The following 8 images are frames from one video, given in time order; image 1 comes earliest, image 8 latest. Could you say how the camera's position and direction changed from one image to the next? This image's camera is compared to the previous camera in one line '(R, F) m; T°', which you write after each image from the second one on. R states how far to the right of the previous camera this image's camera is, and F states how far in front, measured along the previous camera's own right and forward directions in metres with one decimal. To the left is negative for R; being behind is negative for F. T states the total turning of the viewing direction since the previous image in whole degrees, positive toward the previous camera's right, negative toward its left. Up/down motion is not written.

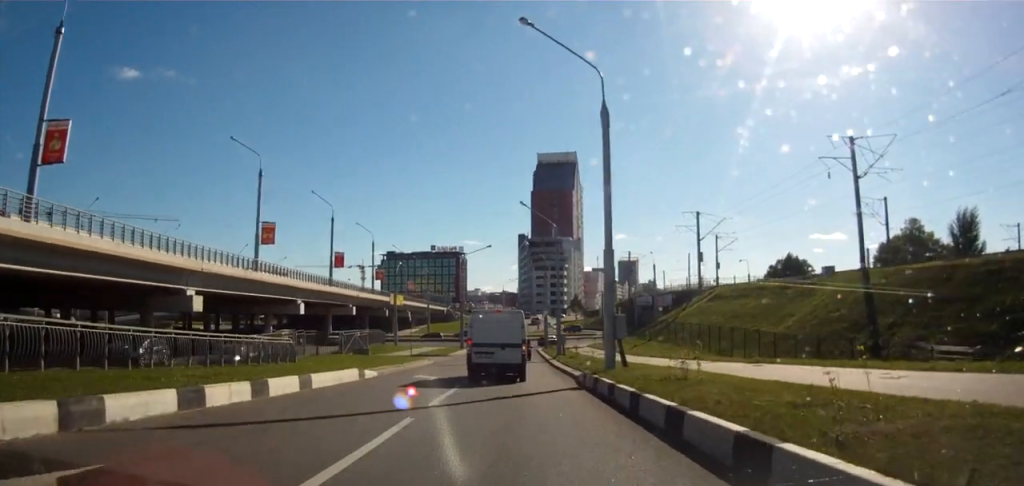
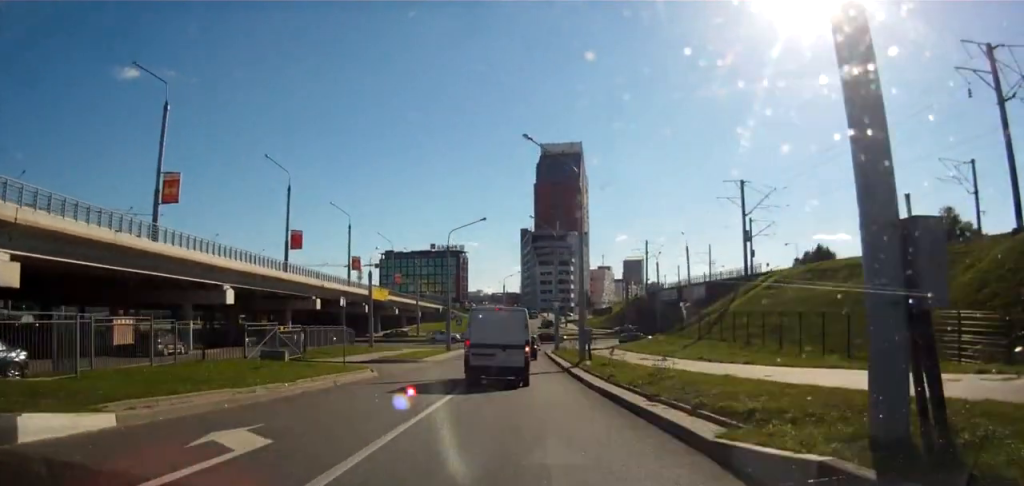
(+0.1, +17.6) m; -1°
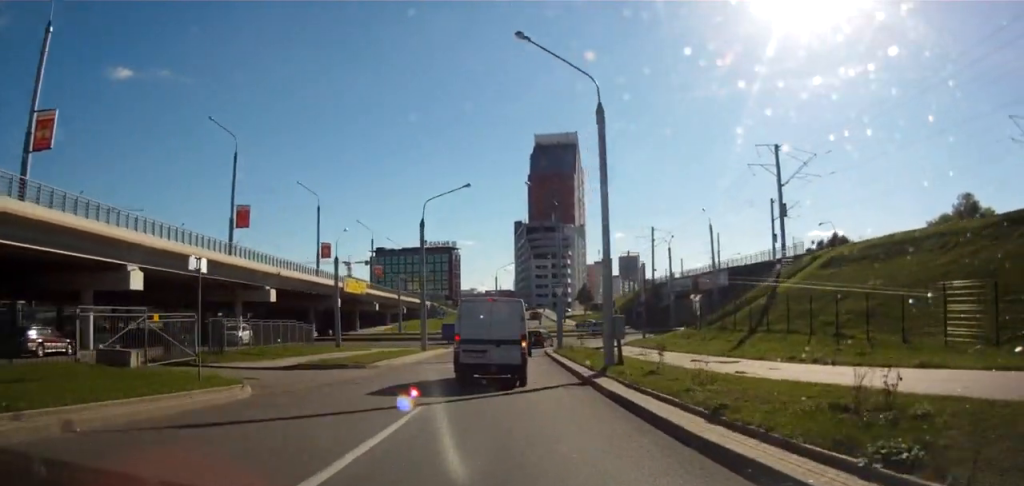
(-0.1, +11.9) m; -1°
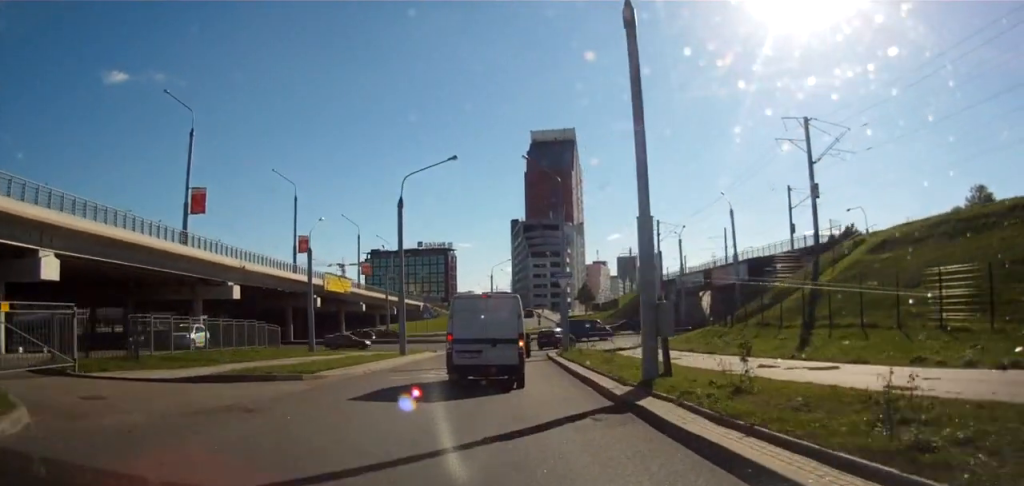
(0.0, +7.6) m; -1°
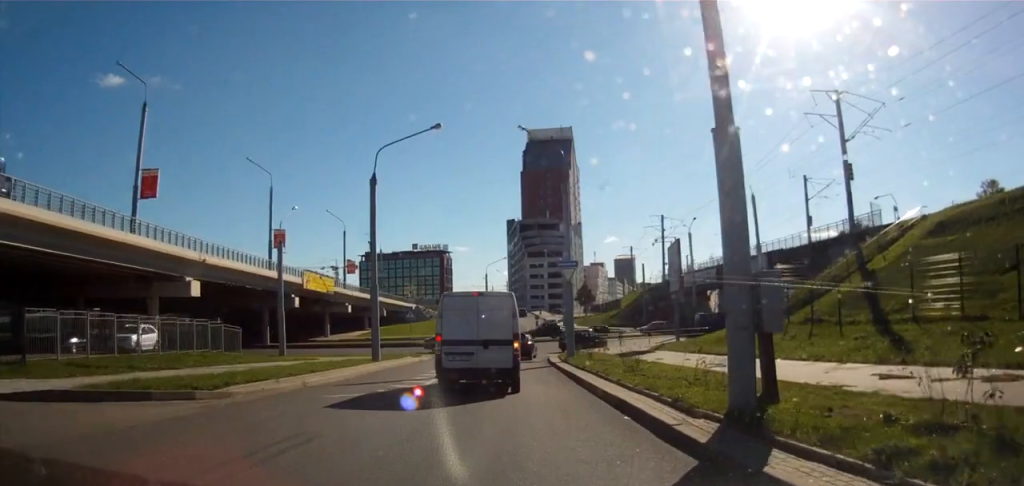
(-0.3, +7.0) m; -1°
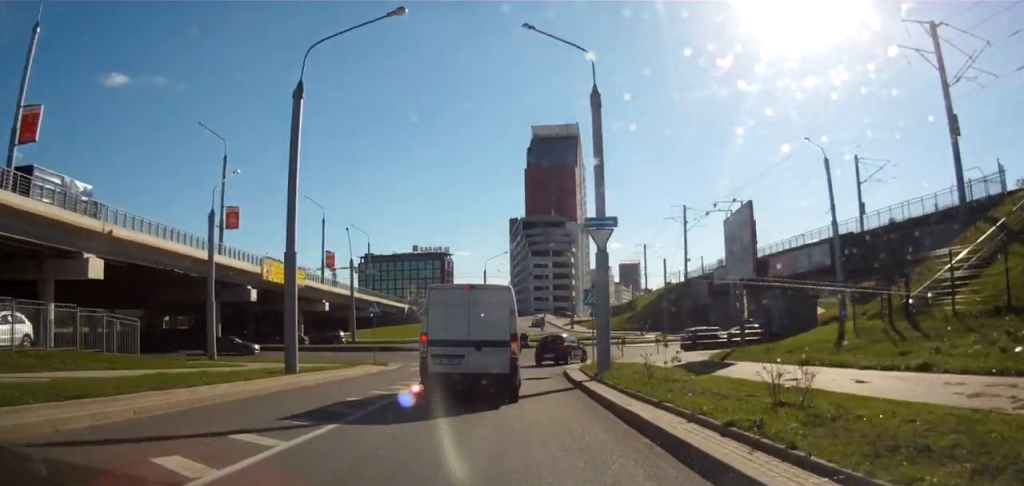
(+0.7, +12.9) m; +4°
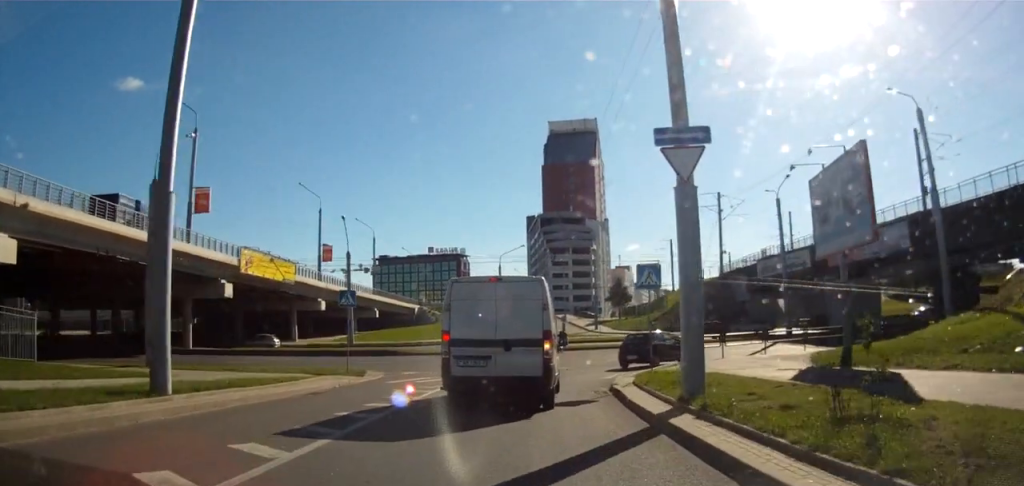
(-0.1, +9.1) m; -2°
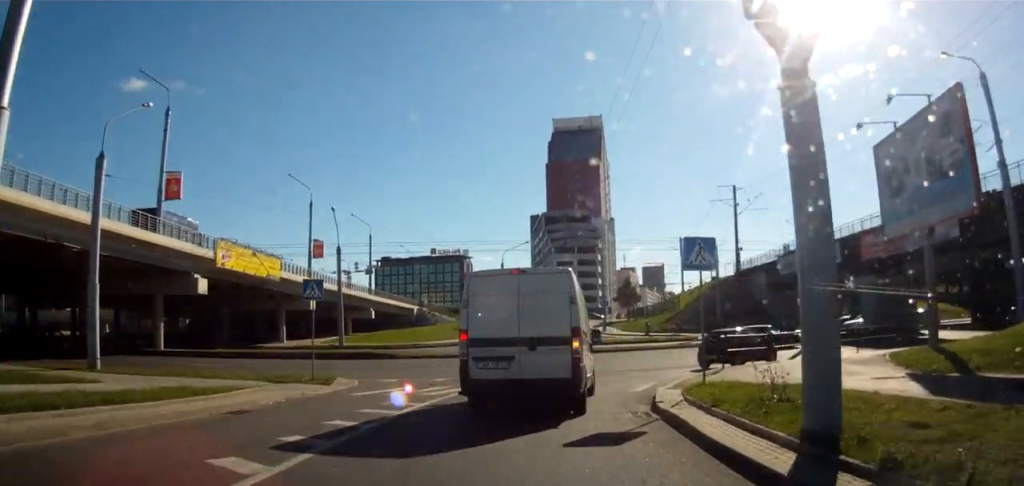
(-0.1, +5.1) m; -1°
